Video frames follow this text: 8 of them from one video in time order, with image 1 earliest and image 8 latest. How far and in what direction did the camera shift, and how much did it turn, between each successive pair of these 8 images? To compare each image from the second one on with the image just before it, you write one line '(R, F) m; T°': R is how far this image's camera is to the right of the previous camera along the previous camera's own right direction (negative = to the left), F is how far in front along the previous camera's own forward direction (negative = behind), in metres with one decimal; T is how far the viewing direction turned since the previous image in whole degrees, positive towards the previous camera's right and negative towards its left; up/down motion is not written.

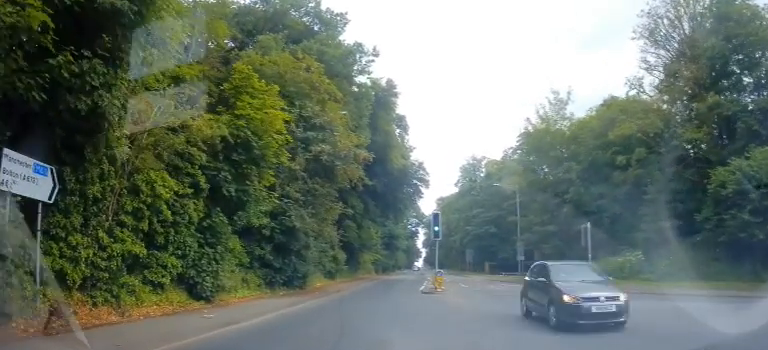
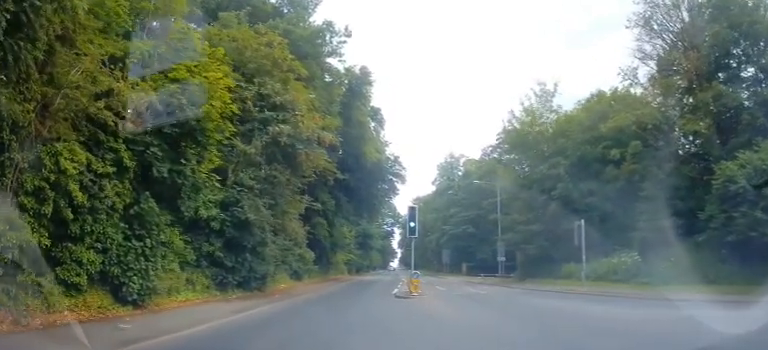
(+0.1, +3.0) m; +7°
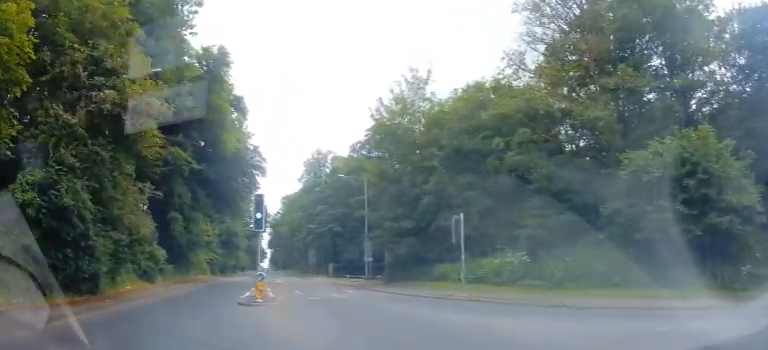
(+0.5, +3.4) m; +21°
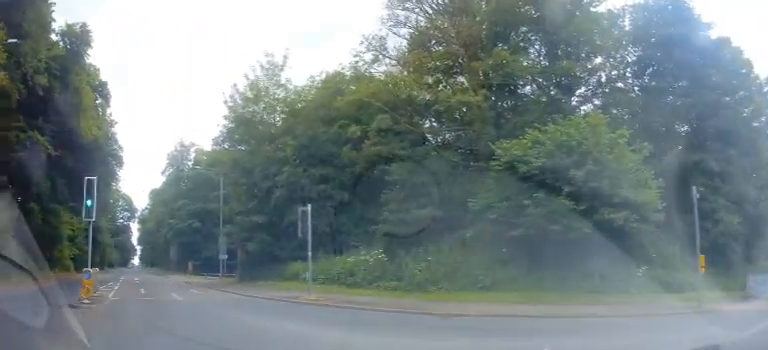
(+0.3, +2.3) m; +16°
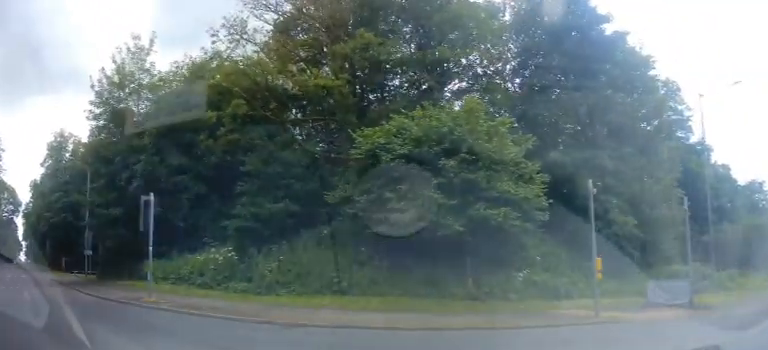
(+0.2, +2.0) m; +12°
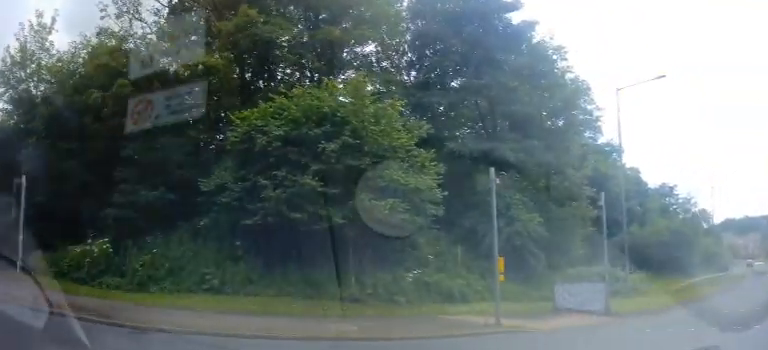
(+0.1, +1.6) m; +9°
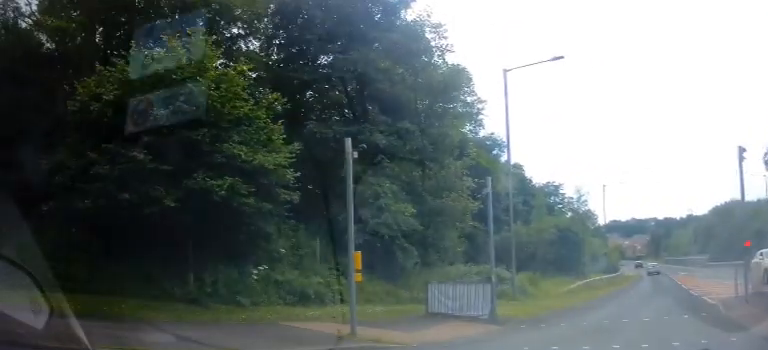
(0.0, +2.3) m; +12°
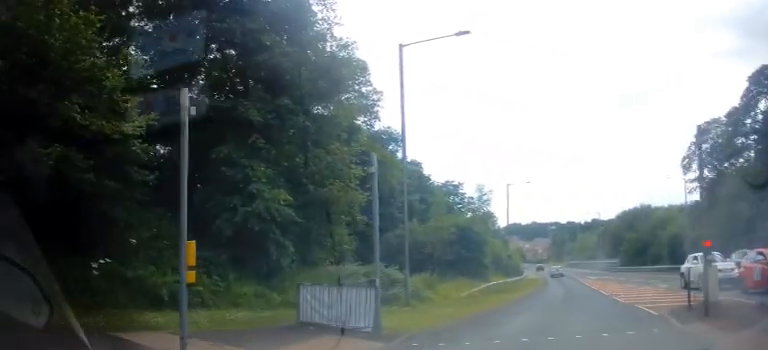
(+0.3, +2.3) m; +12°
